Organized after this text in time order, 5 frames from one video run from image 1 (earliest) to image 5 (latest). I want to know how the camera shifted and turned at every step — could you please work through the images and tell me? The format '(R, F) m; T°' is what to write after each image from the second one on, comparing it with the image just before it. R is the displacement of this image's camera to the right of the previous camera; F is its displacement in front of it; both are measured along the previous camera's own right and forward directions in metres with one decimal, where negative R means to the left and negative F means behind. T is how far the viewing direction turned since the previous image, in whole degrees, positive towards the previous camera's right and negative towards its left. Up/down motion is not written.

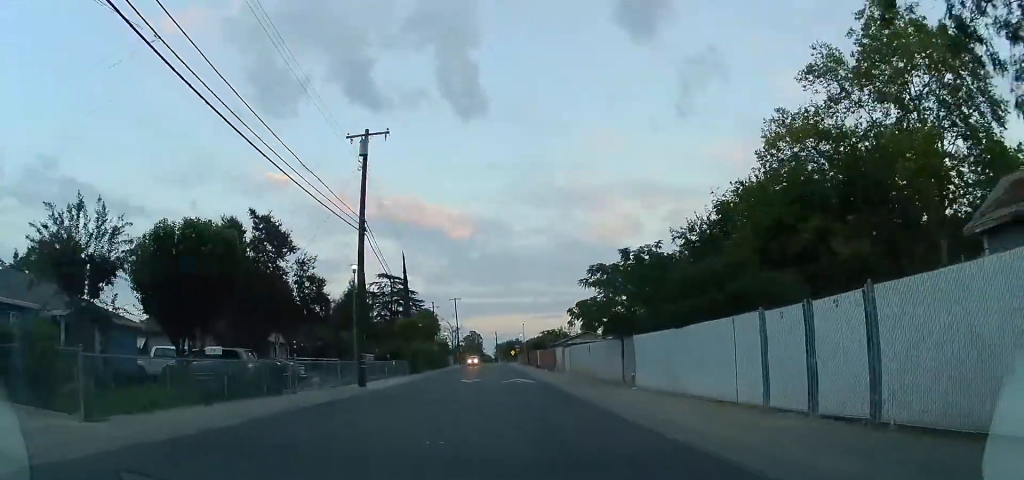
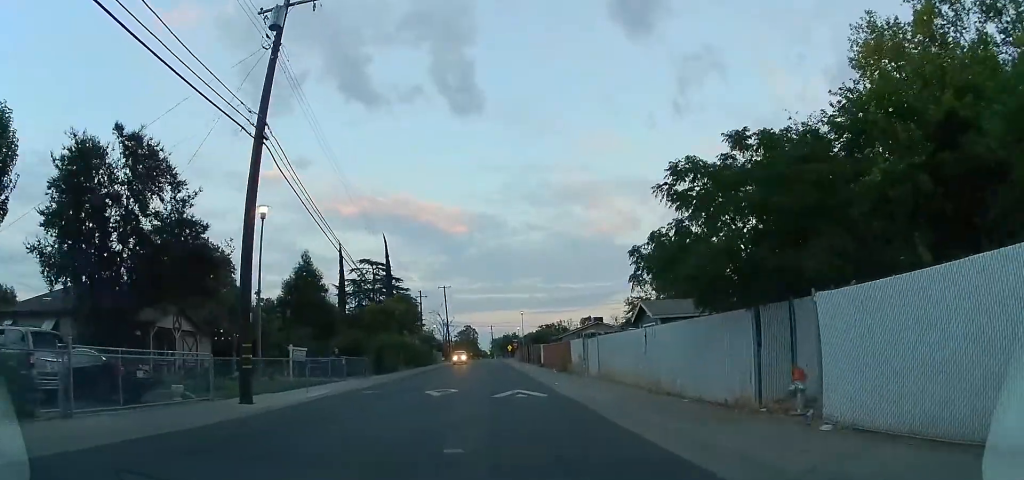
(+0.3, +12.4) m; 0°
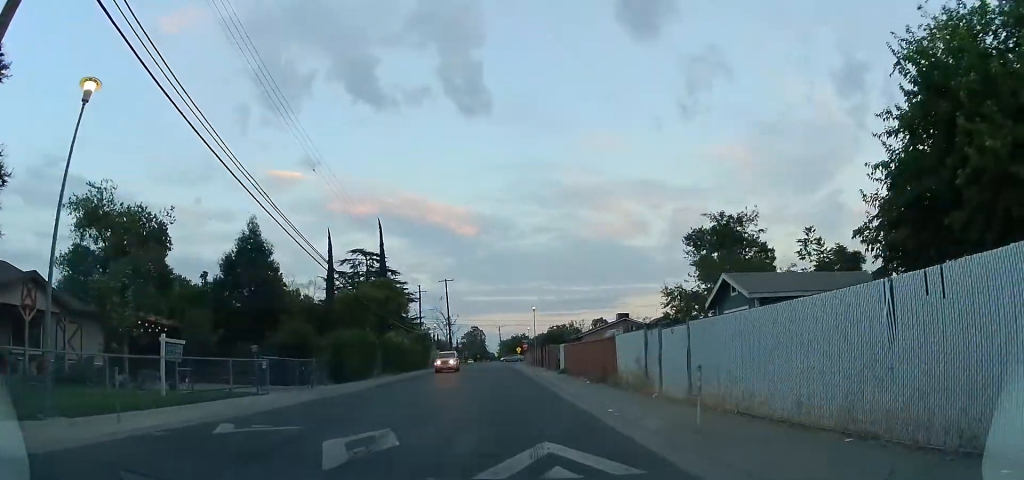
(-0.2, +11.4) m; +1°
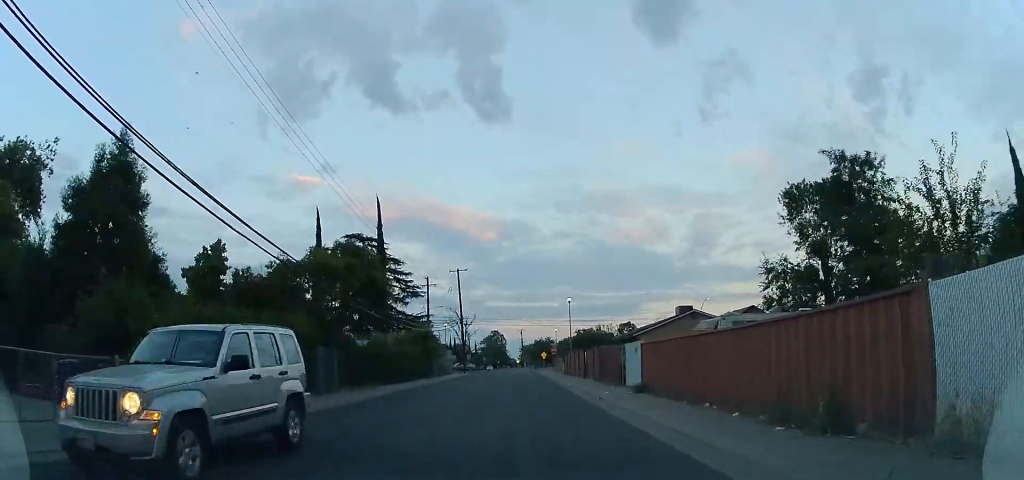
(-0.5, +15.2) m; -4°
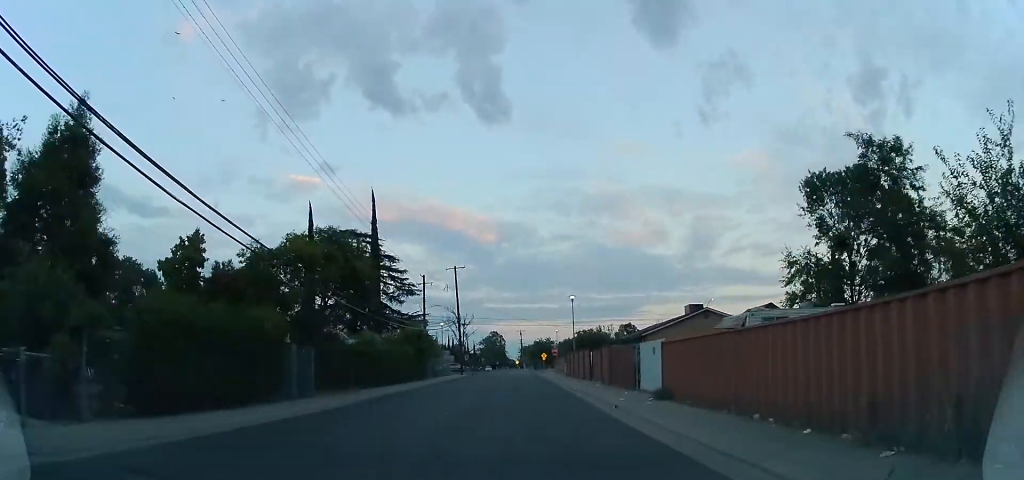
(0.0, +2.6) m; 0°
